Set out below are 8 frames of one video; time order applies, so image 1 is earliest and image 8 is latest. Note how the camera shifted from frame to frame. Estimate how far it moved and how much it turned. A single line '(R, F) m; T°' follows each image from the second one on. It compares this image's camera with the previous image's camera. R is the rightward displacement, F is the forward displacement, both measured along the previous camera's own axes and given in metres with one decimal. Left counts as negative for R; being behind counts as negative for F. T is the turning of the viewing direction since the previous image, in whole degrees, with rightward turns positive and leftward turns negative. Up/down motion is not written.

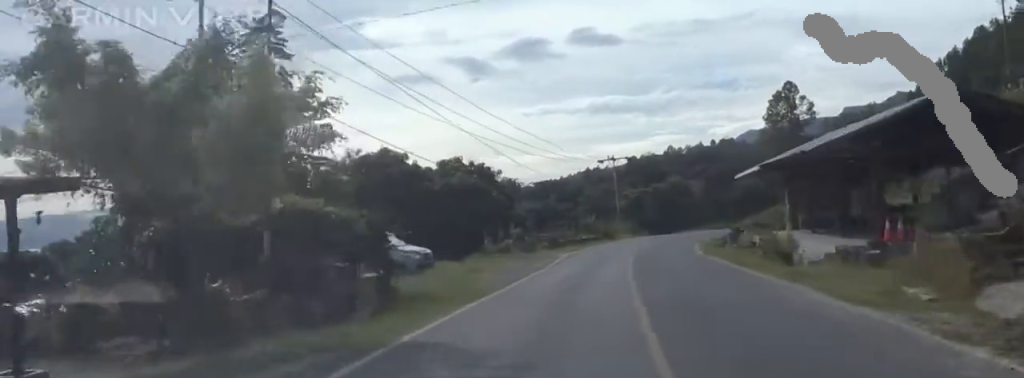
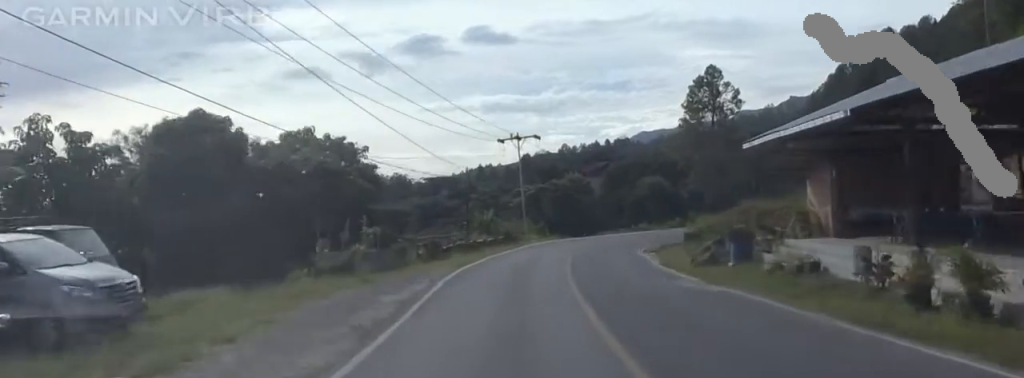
(+0.8, +17.1) m; +3°
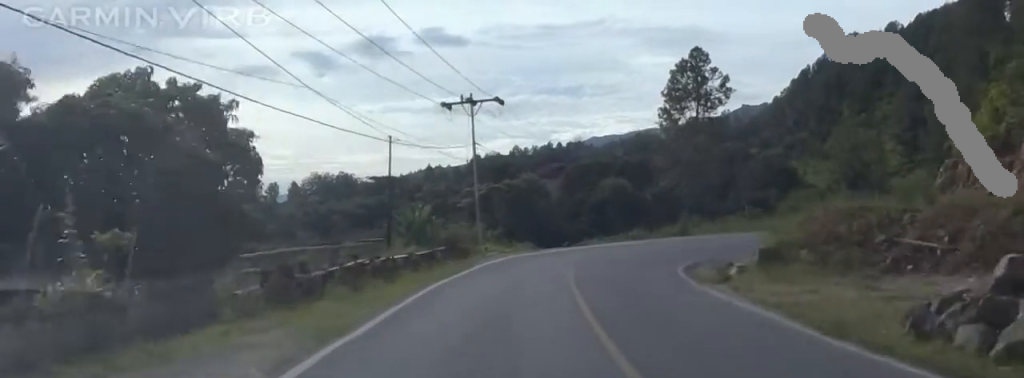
(-0.3, +17.4) m; 0°
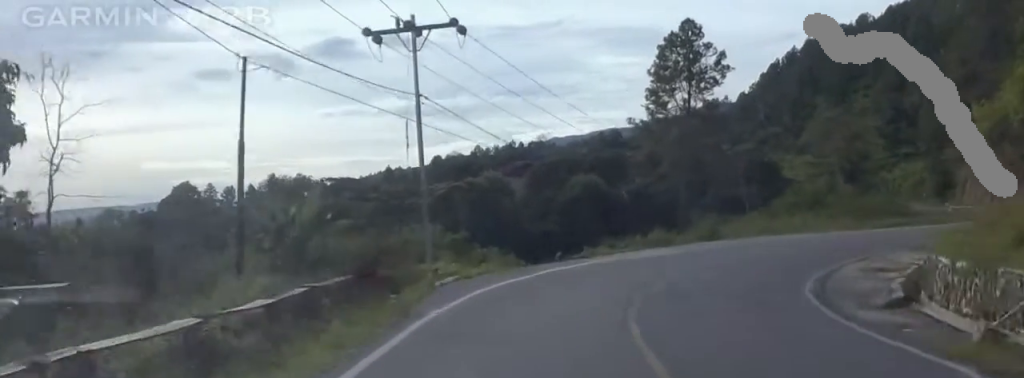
(+0.6, +14.8) m; +10°
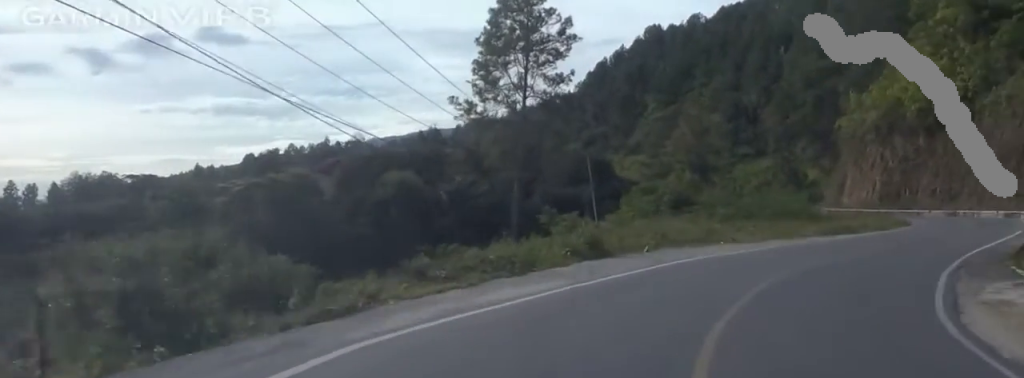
(+2.4, +17.1) m; +16°
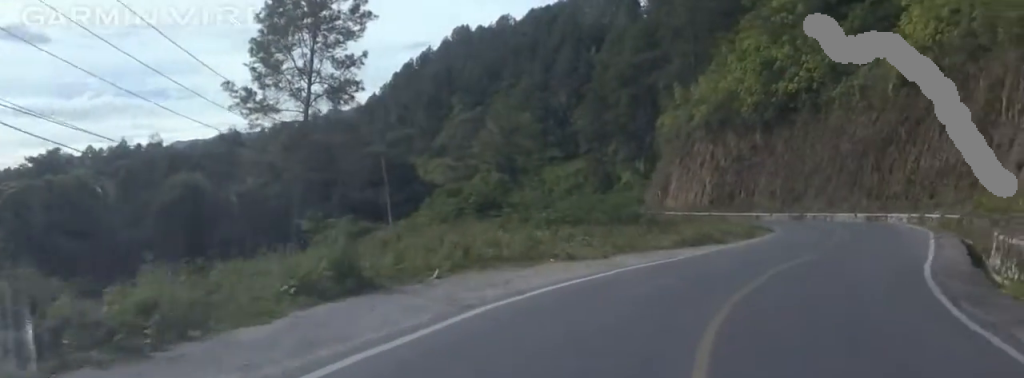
(+0.8, +9.9) m; +9°
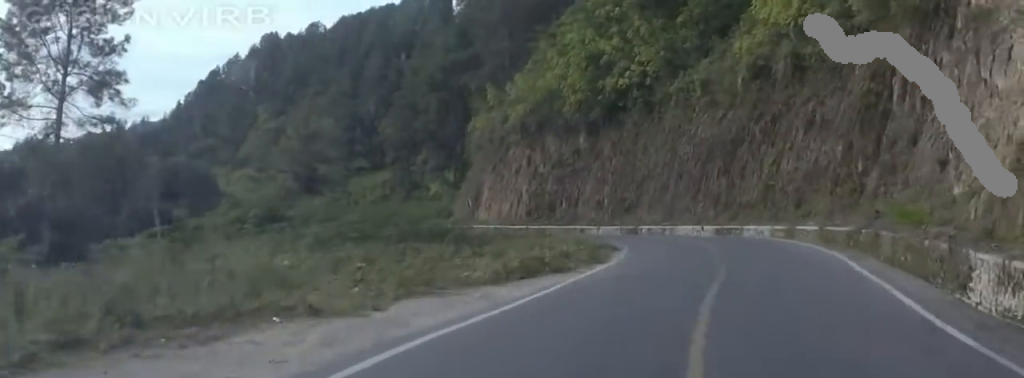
(+0.9, +9.0) m; +8°
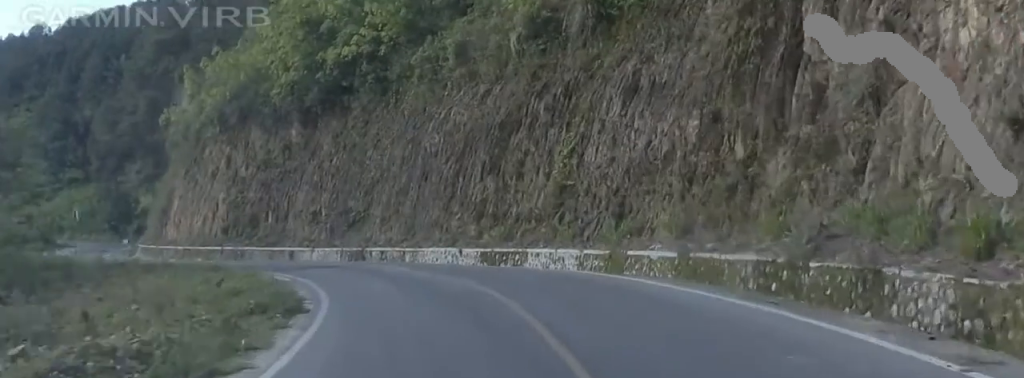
(+1.5, +15.5) m; +5°
